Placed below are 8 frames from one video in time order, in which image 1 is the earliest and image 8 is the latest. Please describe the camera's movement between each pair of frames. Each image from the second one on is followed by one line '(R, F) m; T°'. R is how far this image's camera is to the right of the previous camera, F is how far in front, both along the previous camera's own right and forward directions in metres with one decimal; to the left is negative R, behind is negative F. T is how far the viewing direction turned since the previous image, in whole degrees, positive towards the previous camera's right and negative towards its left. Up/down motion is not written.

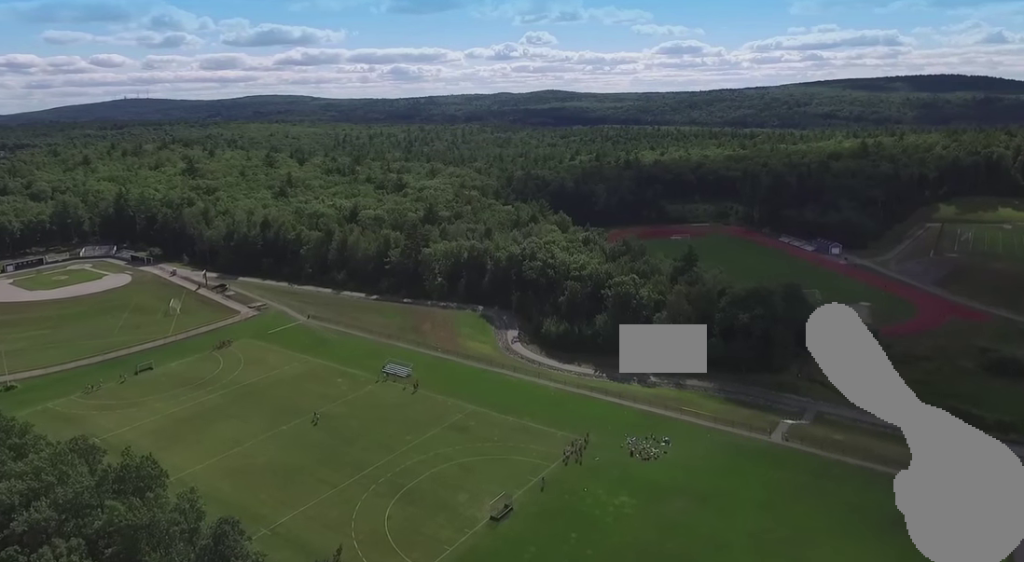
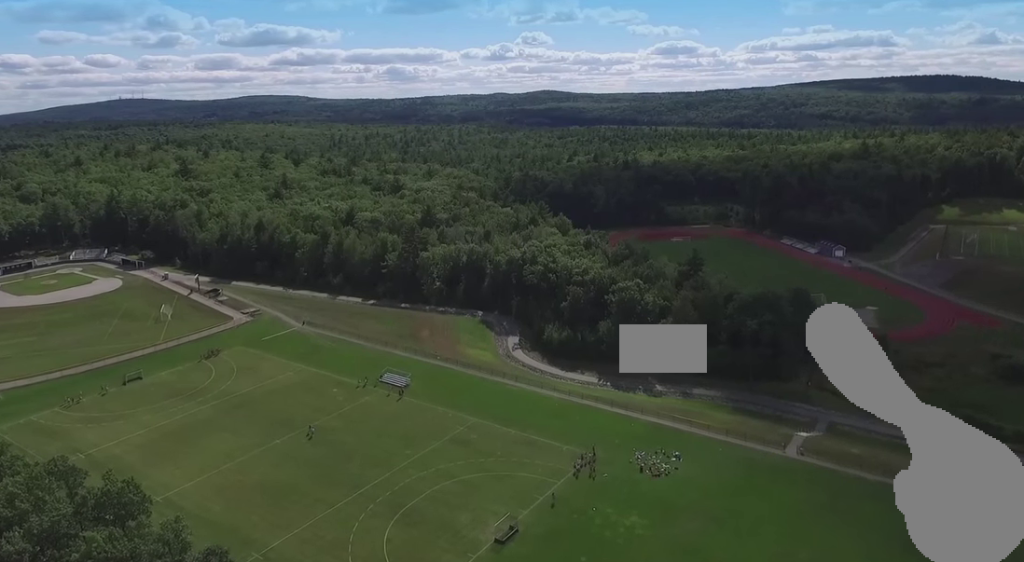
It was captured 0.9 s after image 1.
(0.0, +5.1) m; 0°
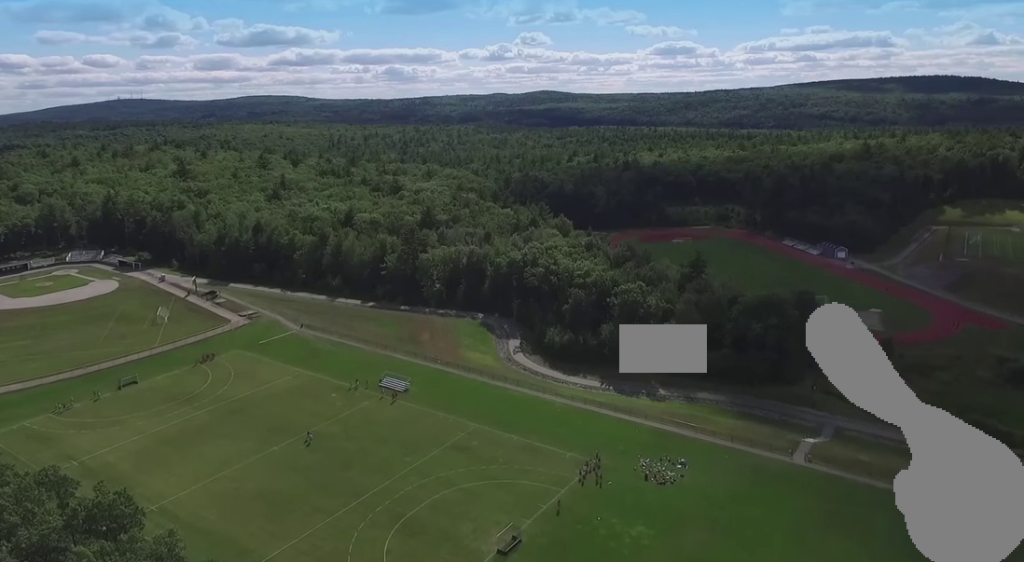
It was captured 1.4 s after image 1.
(0.0, +2.2) m; -1°
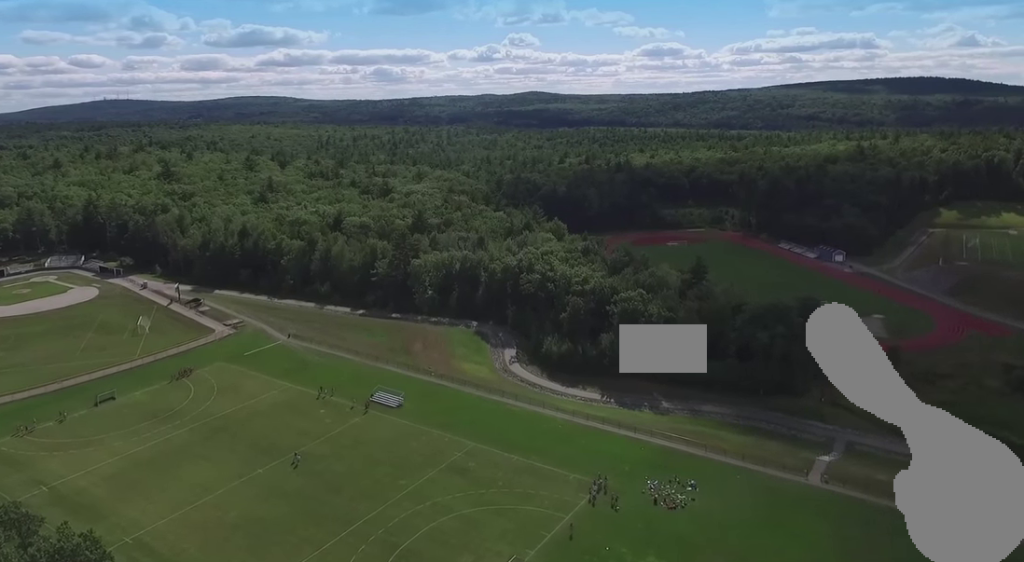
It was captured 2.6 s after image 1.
(-0.1, +6.8) m; -3°
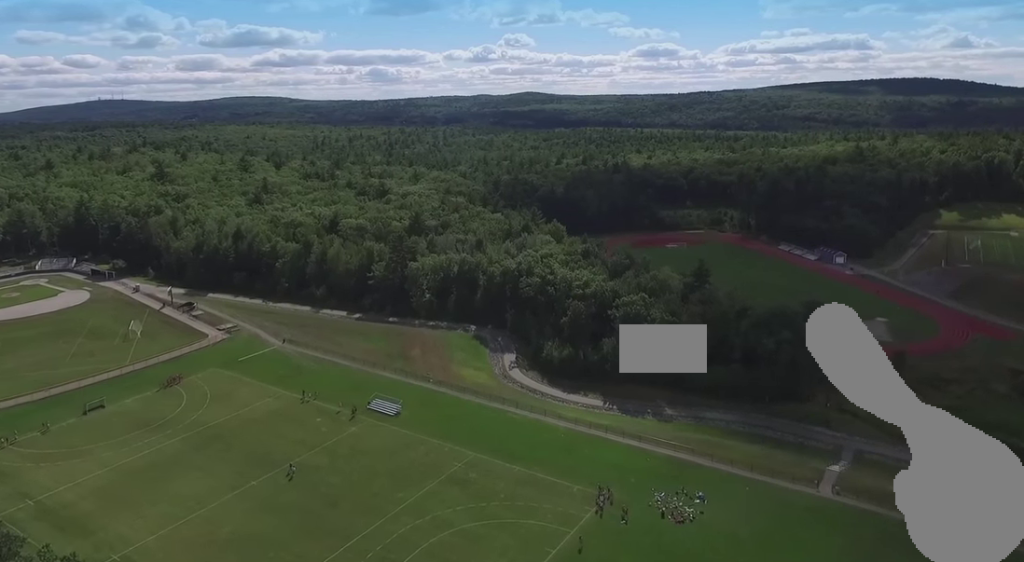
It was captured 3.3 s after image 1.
(-0.1, +3.9) m; -1°
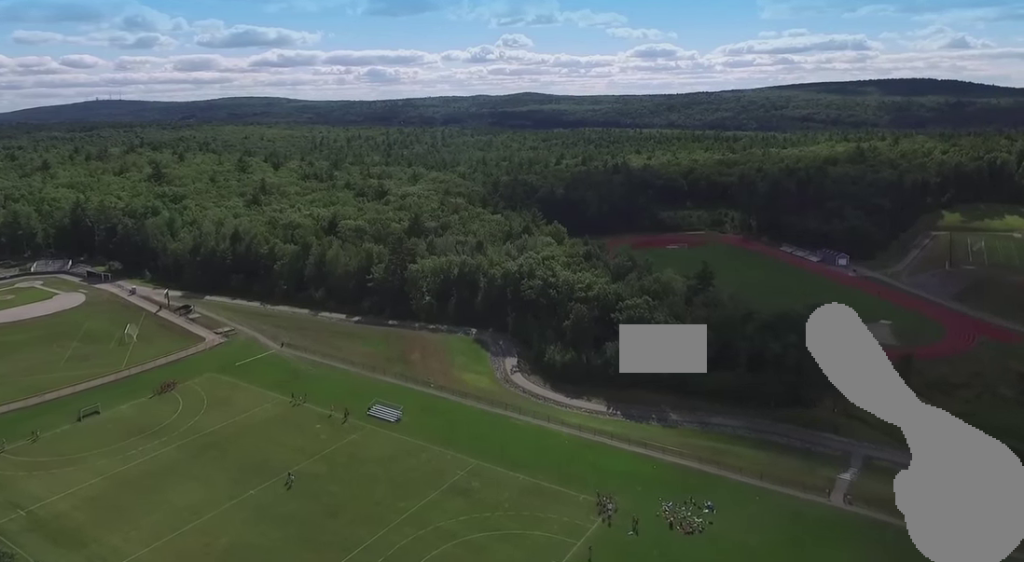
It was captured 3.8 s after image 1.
(0.0, +2.9) m; -1°
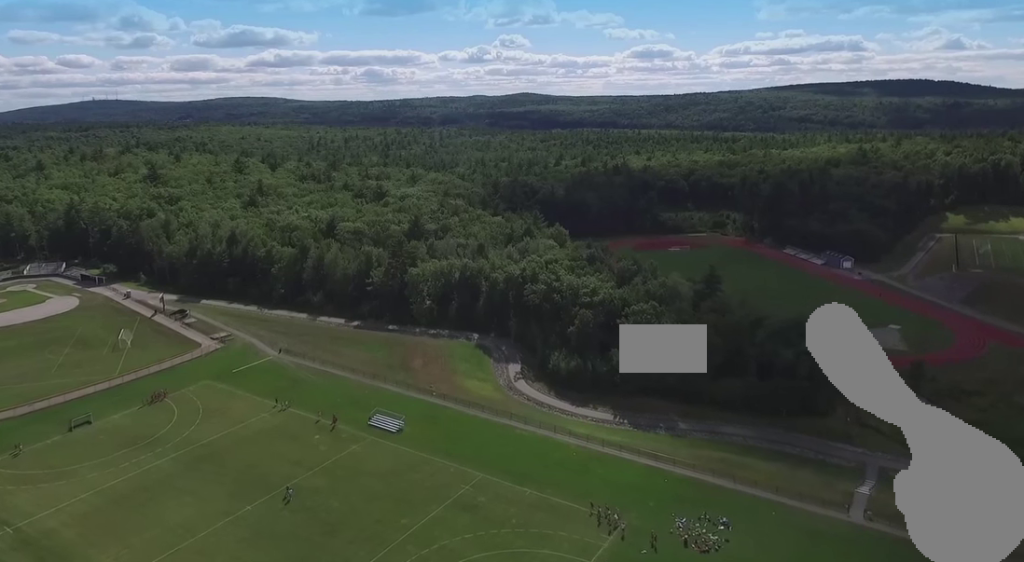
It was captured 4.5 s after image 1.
(0.0, +4.3) m; +1°
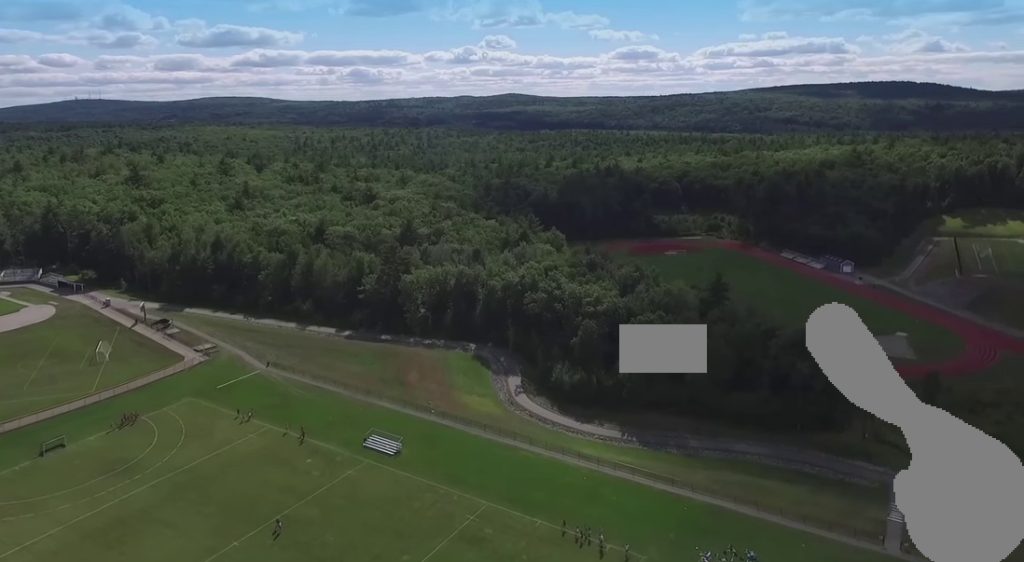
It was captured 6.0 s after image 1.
(+0.4, +8.4) m; +7°
